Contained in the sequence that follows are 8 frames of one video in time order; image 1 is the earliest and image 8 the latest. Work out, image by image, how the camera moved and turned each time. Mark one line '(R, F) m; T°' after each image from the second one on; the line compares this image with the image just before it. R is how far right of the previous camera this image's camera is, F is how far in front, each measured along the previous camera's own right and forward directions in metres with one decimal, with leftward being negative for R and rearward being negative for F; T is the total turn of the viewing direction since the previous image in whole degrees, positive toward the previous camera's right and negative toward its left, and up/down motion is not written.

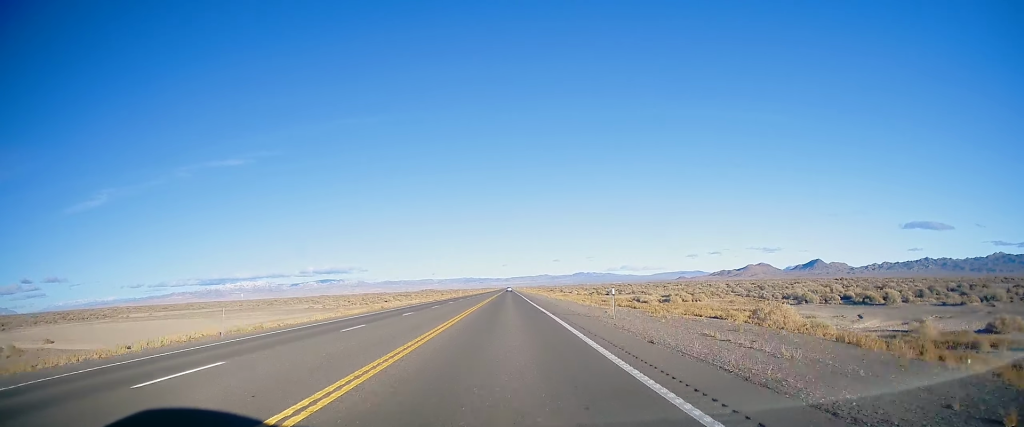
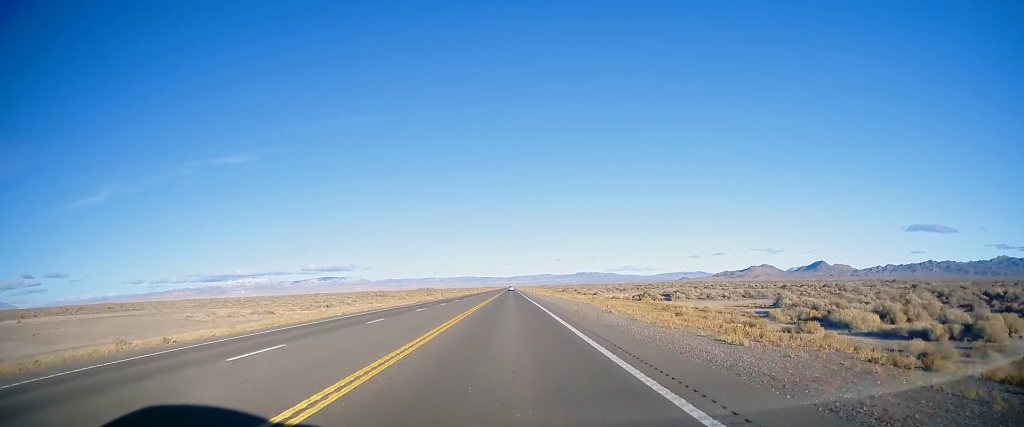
(+0.3, +45.3) m; 0°
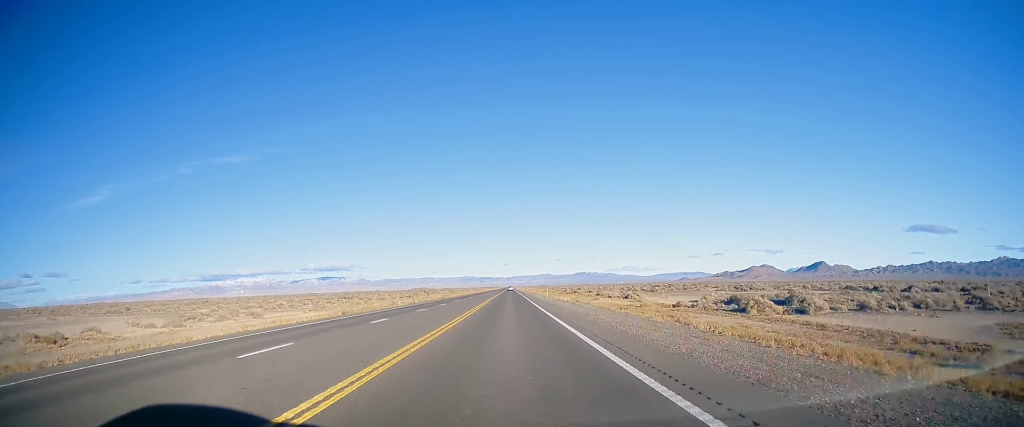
(-0.5, +36.1) m; 0°
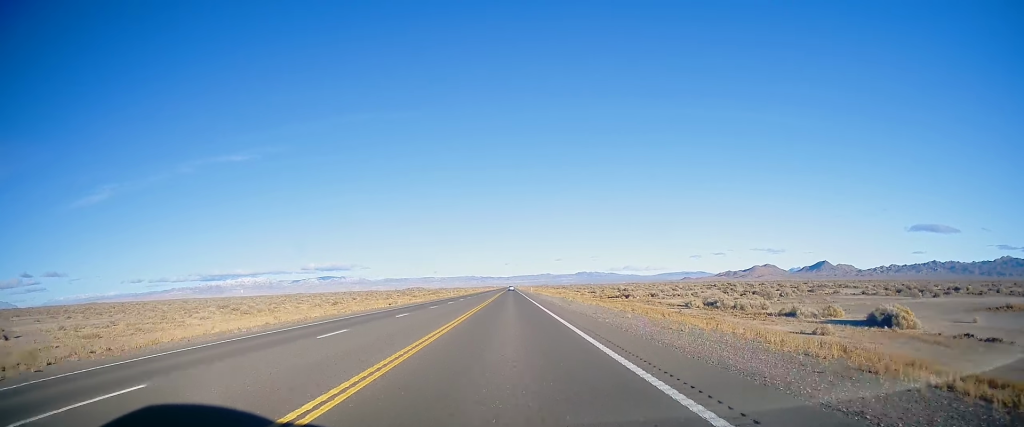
(+0.3, +67.0) m; 0°
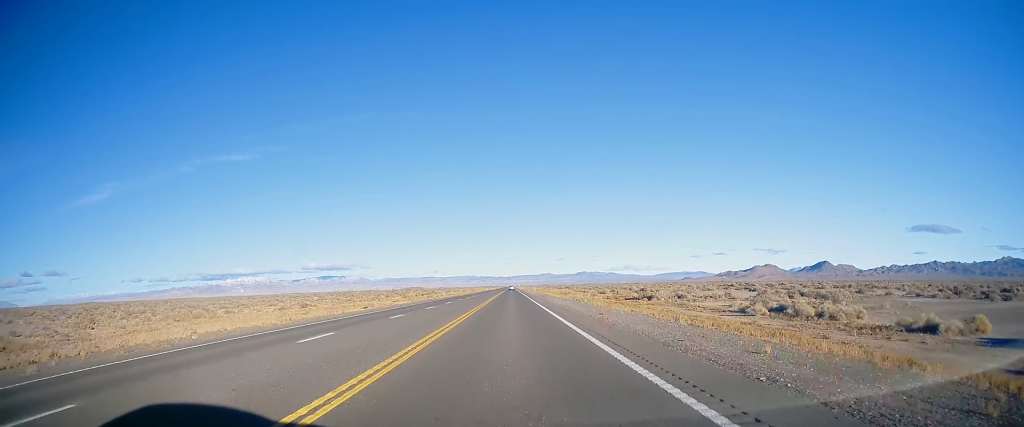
(-0.1, +13.8) m; 0°
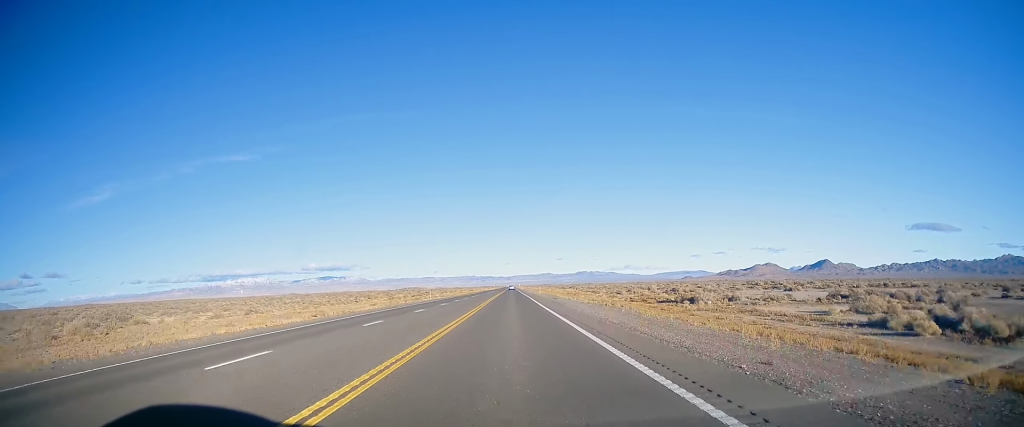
(0.0, +17.3) m; 0°
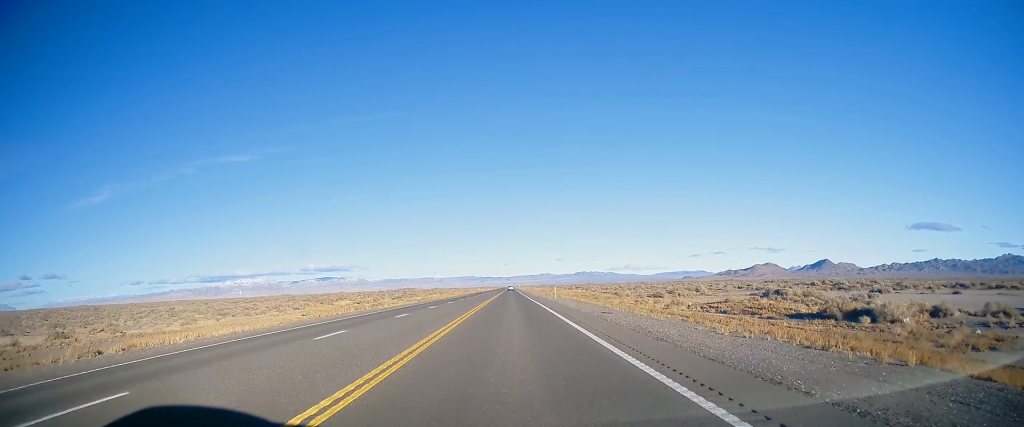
(-0.1, +29.8) m; 0°
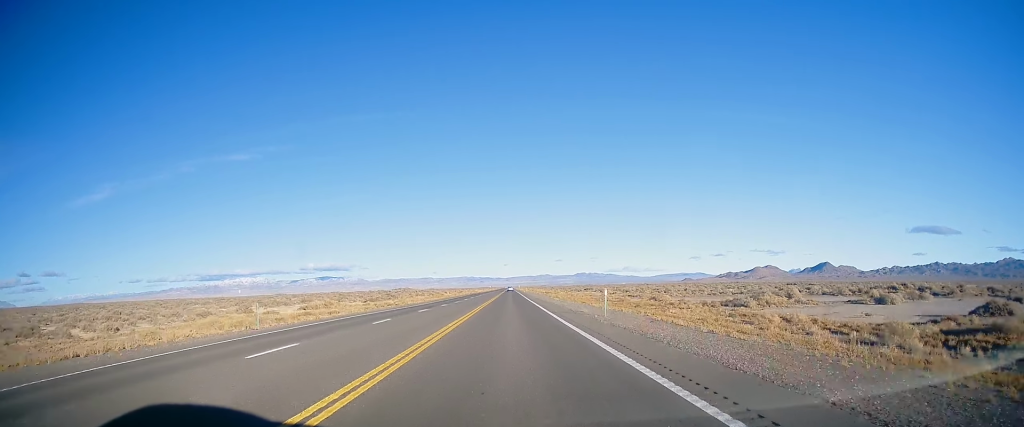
(+0.2, +28.5) m; 0°
